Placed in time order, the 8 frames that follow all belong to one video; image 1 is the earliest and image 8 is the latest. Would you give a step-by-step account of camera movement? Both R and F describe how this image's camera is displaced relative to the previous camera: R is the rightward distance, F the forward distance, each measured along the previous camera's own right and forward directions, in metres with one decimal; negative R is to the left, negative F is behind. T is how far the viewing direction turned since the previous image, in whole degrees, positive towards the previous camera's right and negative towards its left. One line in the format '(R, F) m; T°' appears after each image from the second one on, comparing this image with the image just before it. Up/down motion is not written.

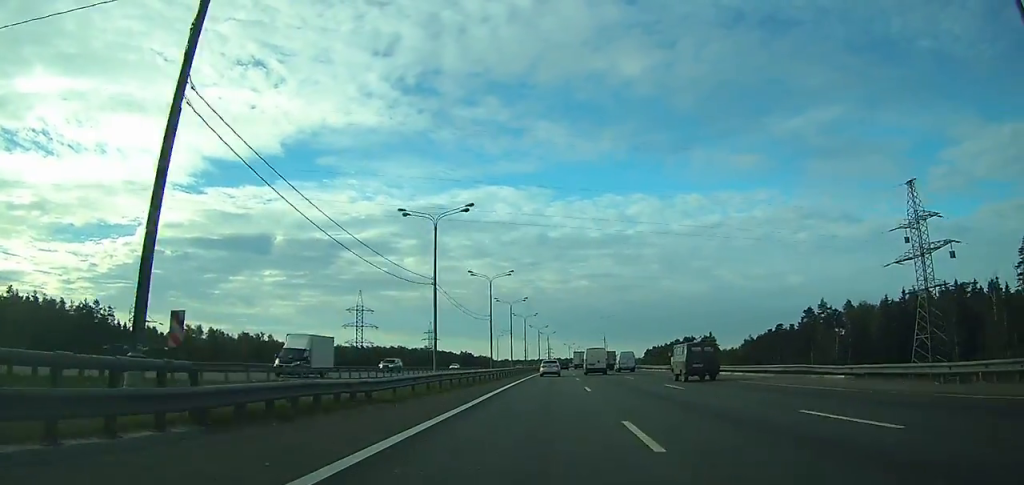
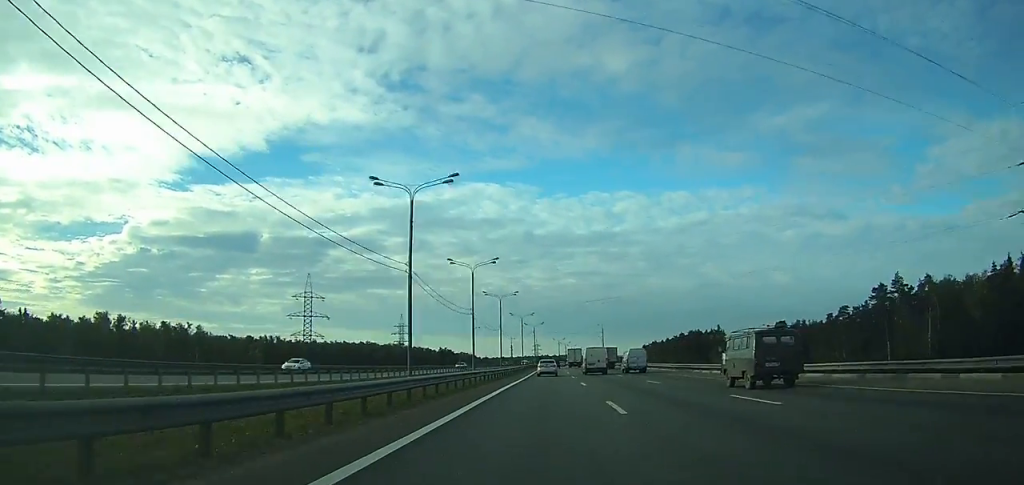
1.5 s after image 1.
(+0.6, +41.3) m; +1°
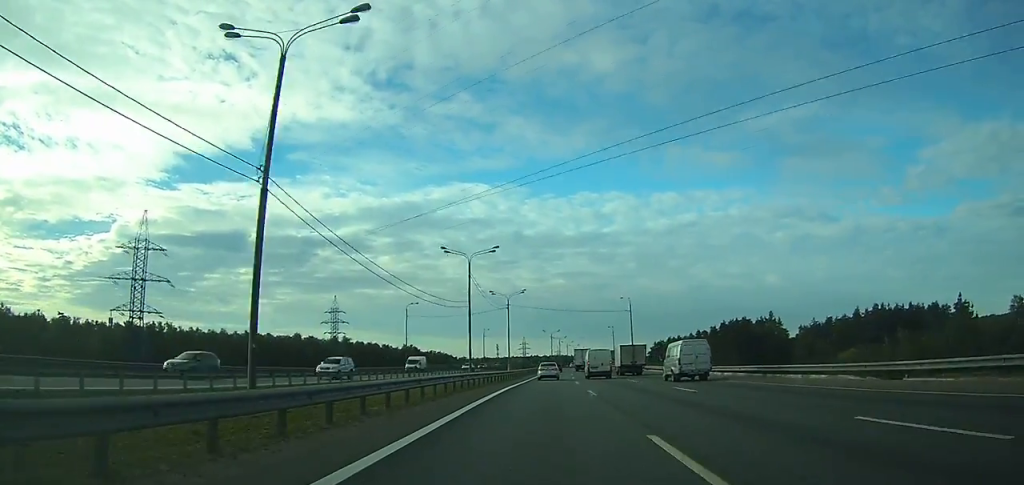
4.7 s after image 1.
(+1.2, +88.7) m; +2°
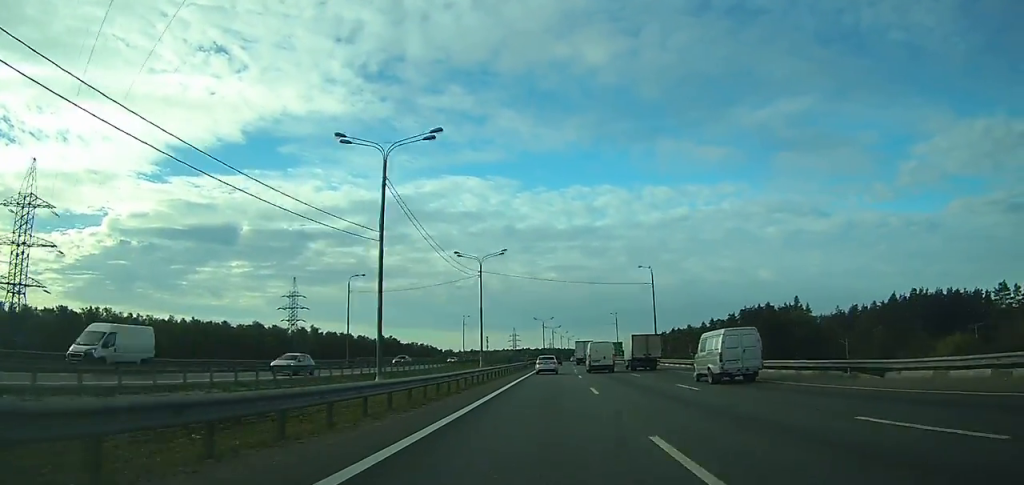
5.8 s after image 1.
(+0.2, +31.9) m; +1°
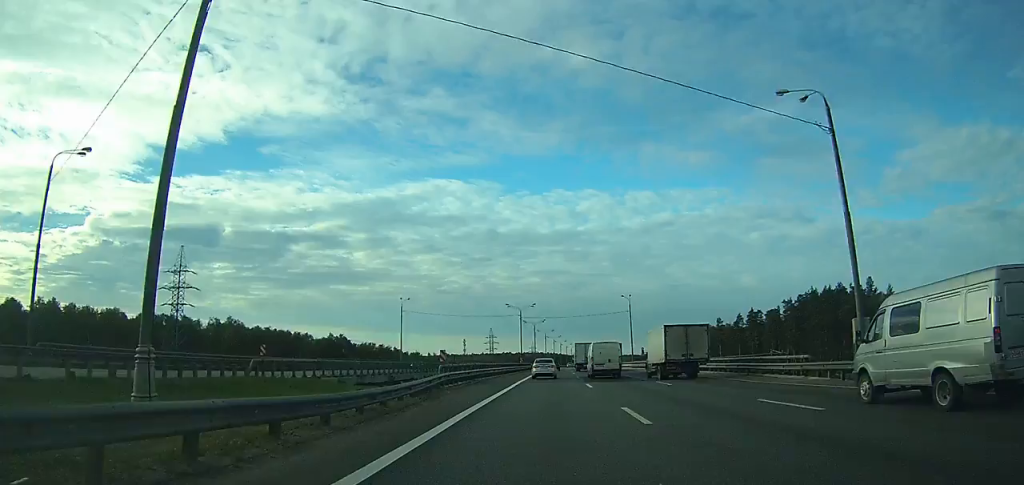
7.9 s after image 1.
(+0.5, +55.4) m; +1°
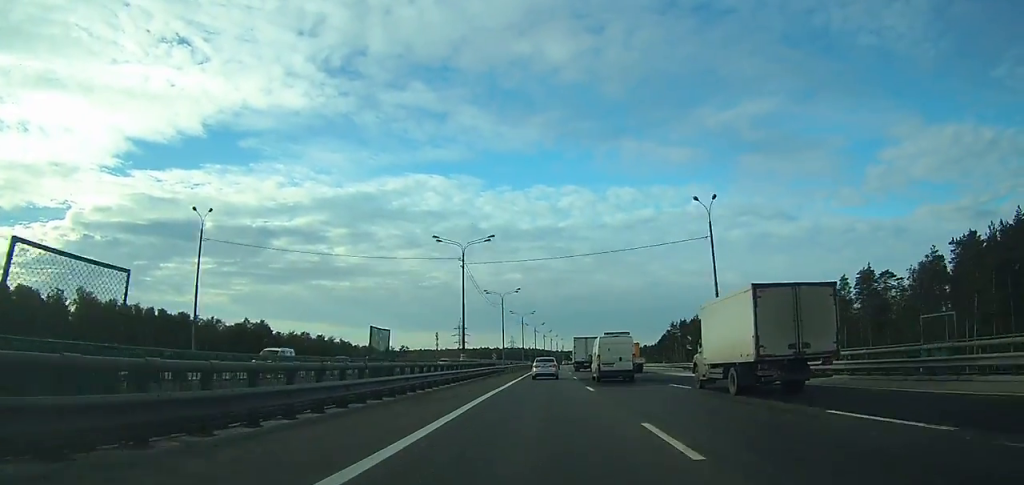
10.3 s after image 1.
(+0.8, +62.0) m; +2°
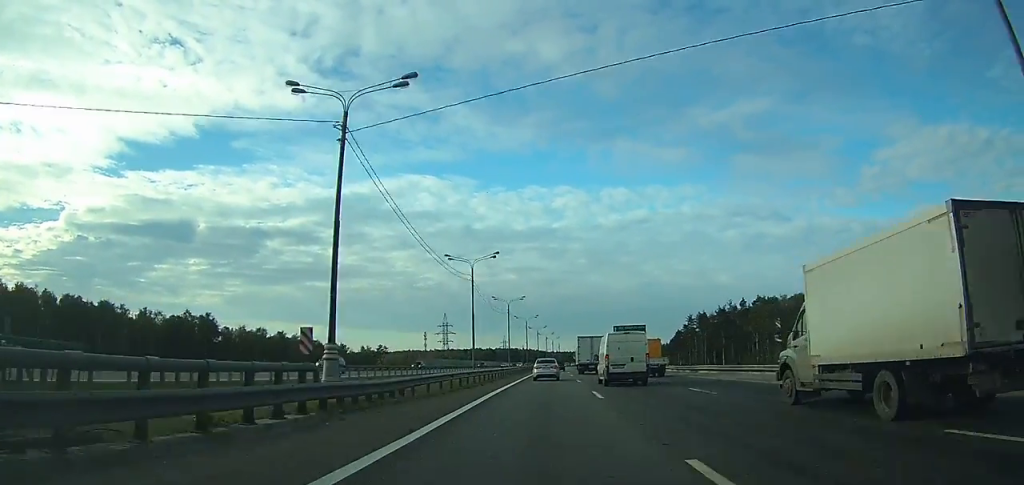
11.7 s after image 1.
(+0.4, +35.5) m; +1°
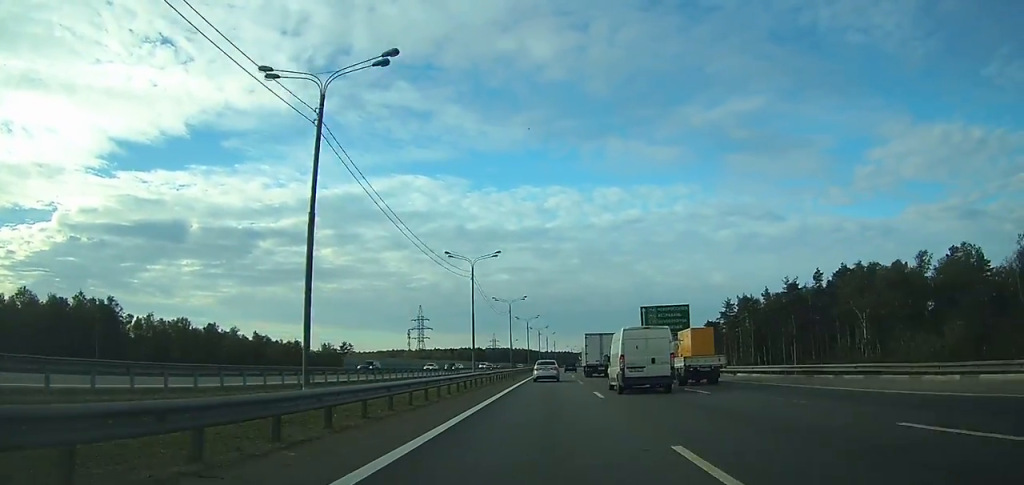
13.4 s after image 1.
(+0.4, +48.1) m; +1°
